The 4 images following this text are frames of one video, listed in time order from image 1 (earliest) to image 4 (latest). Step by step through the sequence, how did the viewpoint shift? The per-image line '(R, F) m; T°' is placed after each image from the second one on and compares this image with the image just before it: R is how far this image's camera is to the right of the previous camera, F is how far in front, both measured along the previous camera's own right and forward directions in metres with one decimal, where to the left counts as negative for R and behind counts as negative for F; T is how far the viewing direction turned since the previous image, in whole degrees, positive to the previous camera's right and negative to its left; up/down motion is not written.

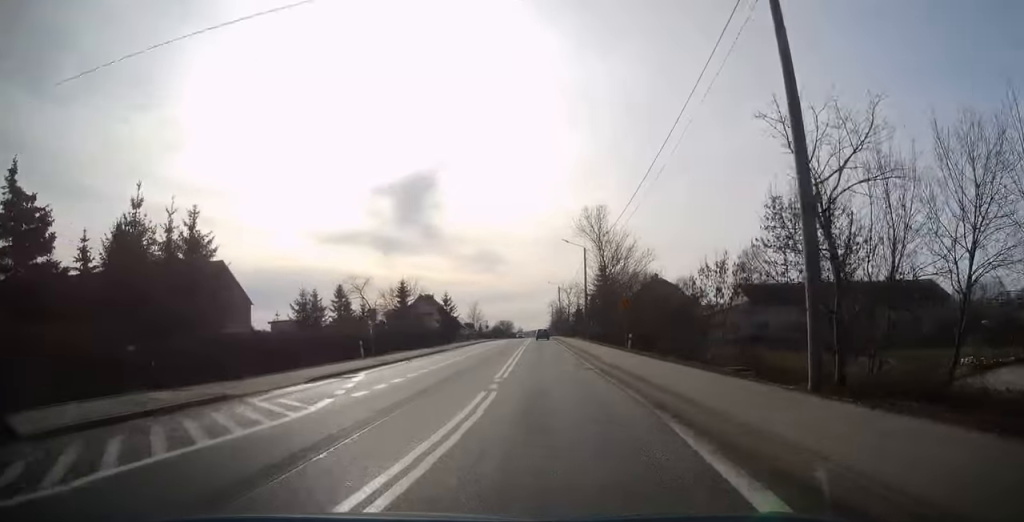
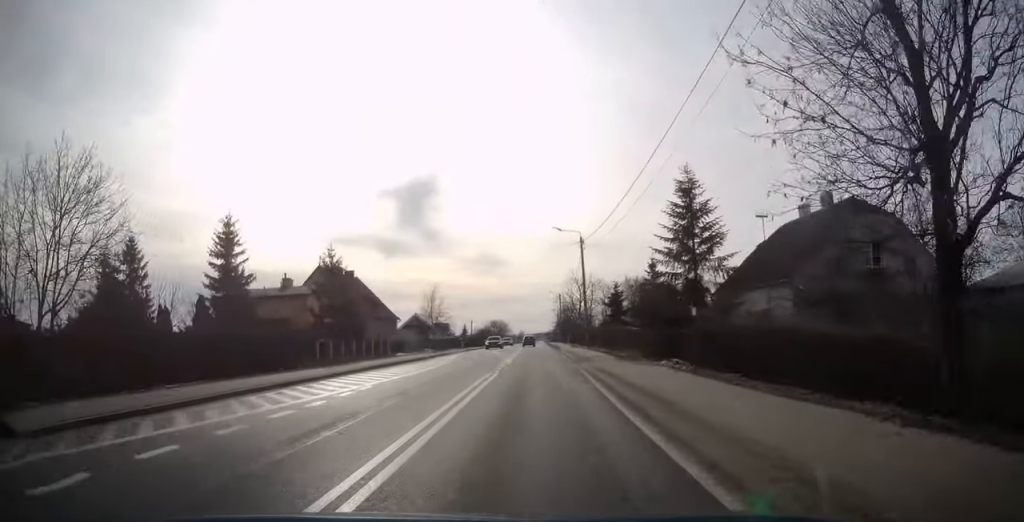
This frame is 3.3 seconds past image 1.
(-0.1, +54.7) m; 0°
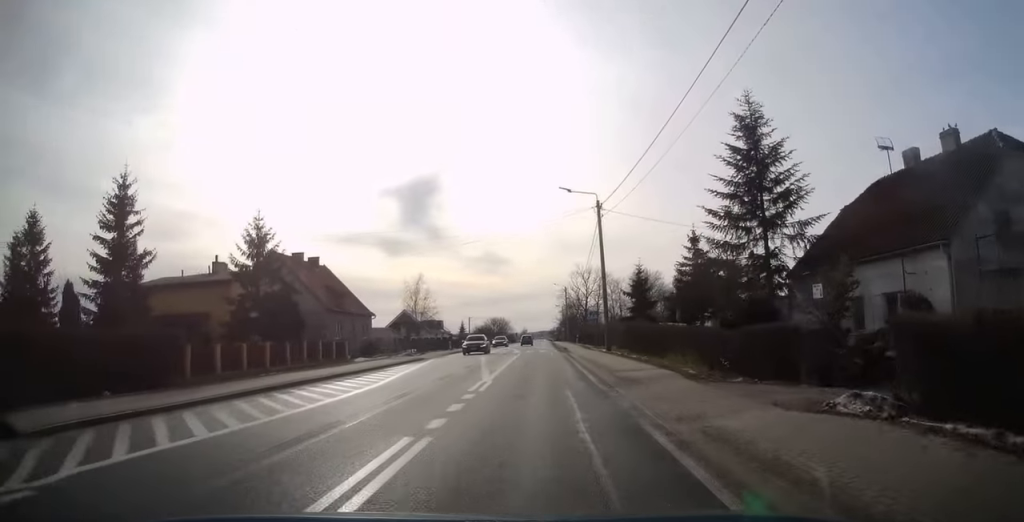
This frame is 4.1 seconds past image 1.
(0.0, +12.3) m; 0°
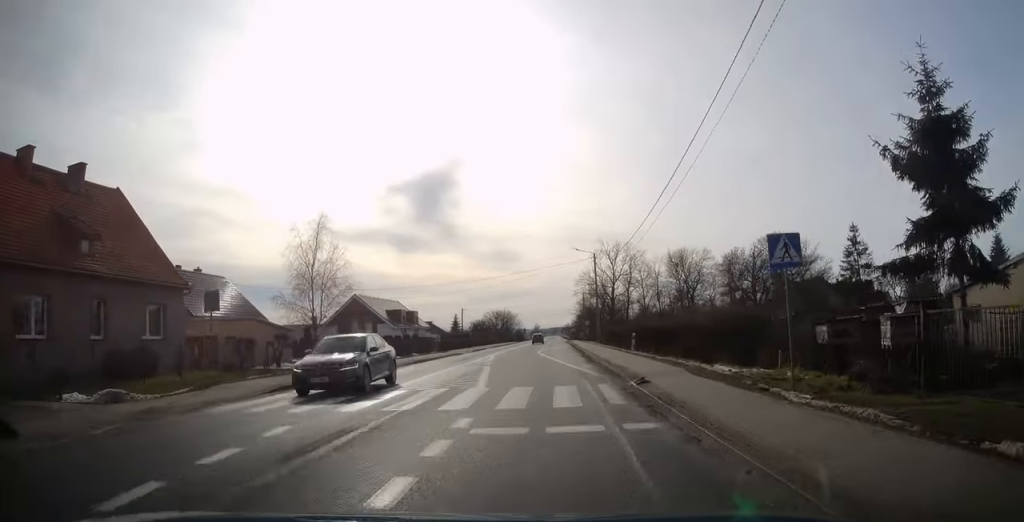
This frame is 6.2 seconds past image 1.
(-0.2, +35.0) m; -1°
